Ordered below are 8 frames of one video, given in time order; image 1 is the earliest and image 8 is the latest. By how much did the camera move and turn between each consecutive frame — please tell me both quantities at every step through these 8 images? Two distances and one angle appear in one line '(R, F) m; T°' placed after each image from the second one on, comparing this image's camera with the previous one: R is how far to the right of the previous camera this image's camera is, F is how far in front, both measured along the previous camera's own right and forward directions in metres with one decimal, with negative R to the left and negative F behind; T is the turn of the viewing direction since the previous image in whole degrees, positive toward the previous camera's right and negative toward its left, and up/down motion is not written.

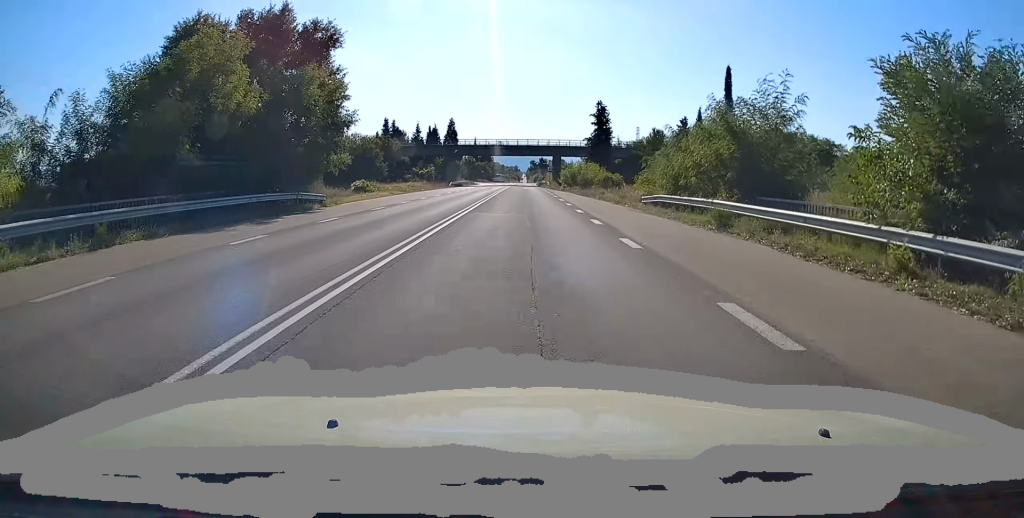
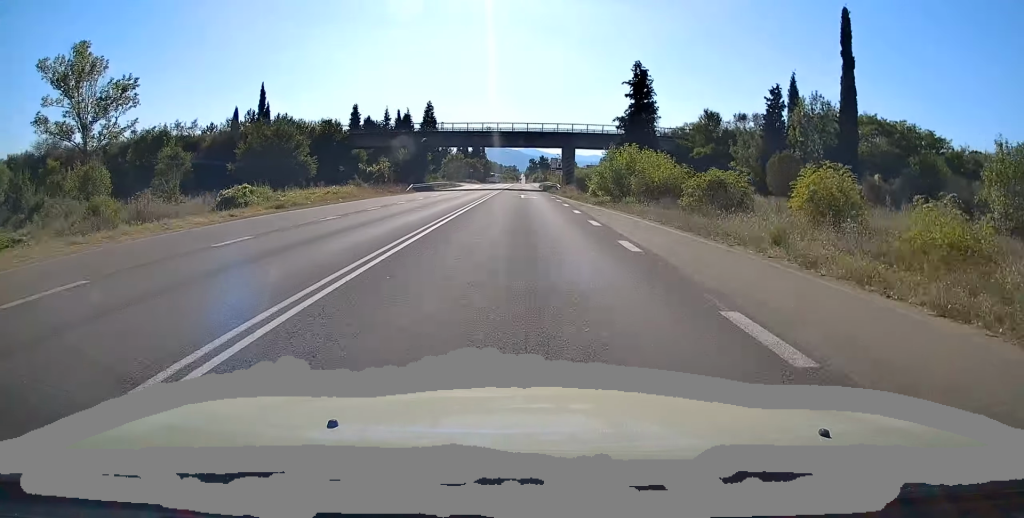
(+0.1, +30.5) m; 0°
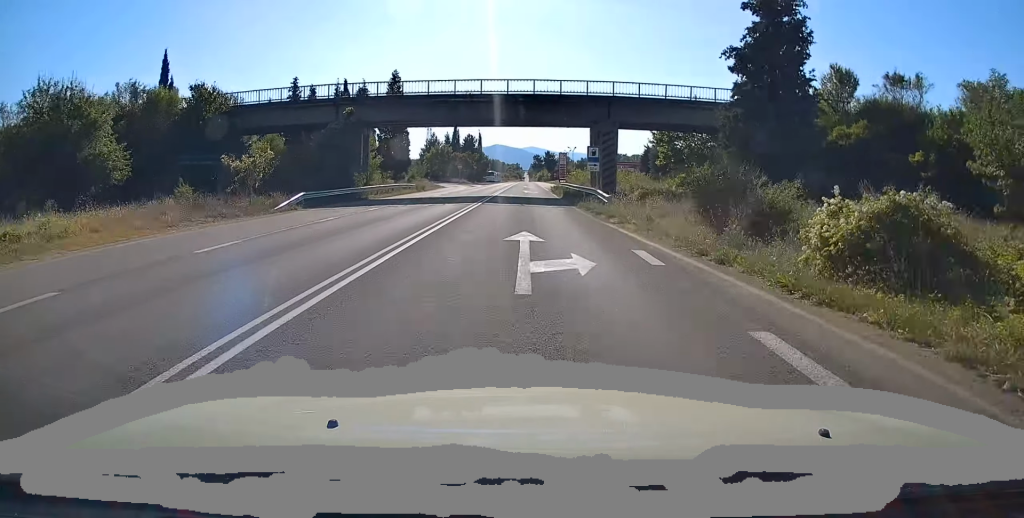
(-0.3, +30.7) m; 0°
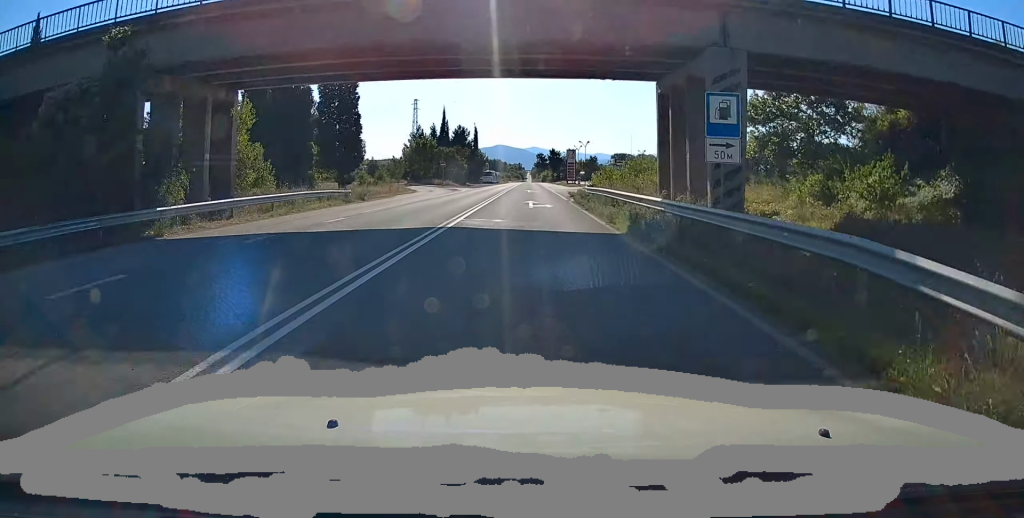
(+0.3, +23.6) m; 0°
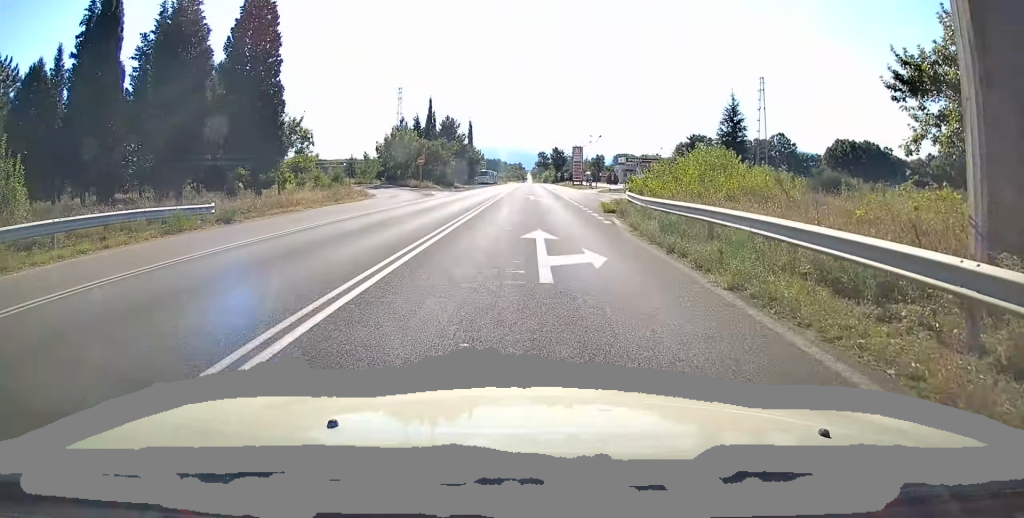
(-0.3, +17.6) m; 0°
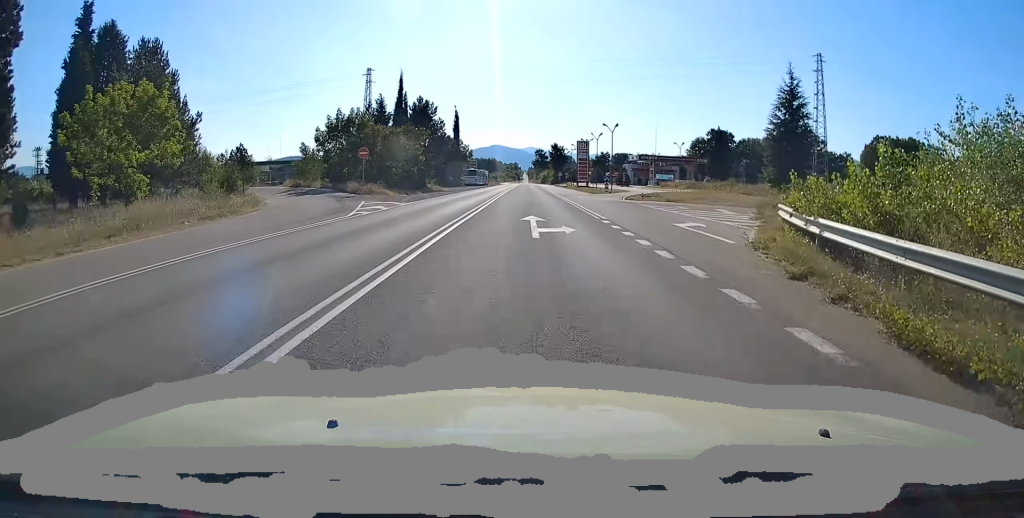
(+0.5, +21.5) m; 0°
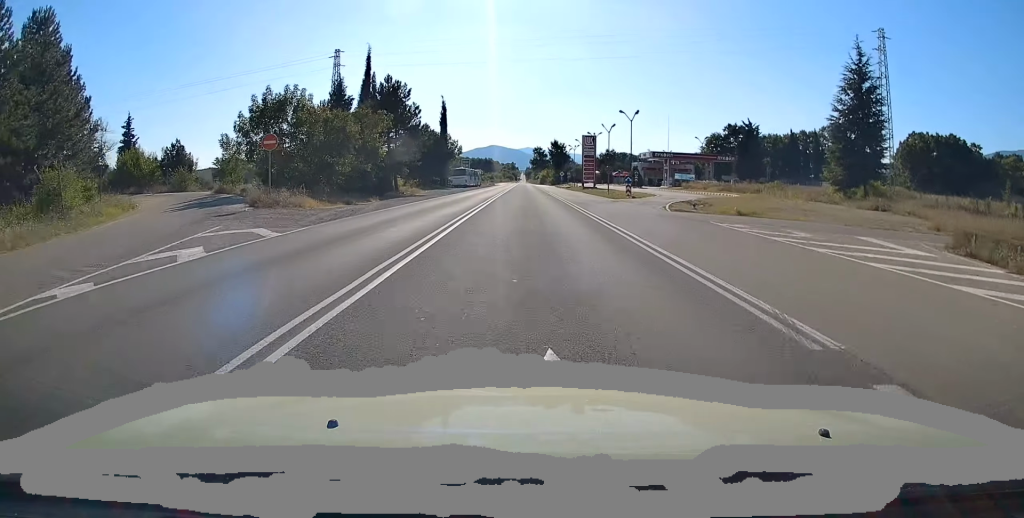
(-0.3, +15.6) m; 0°
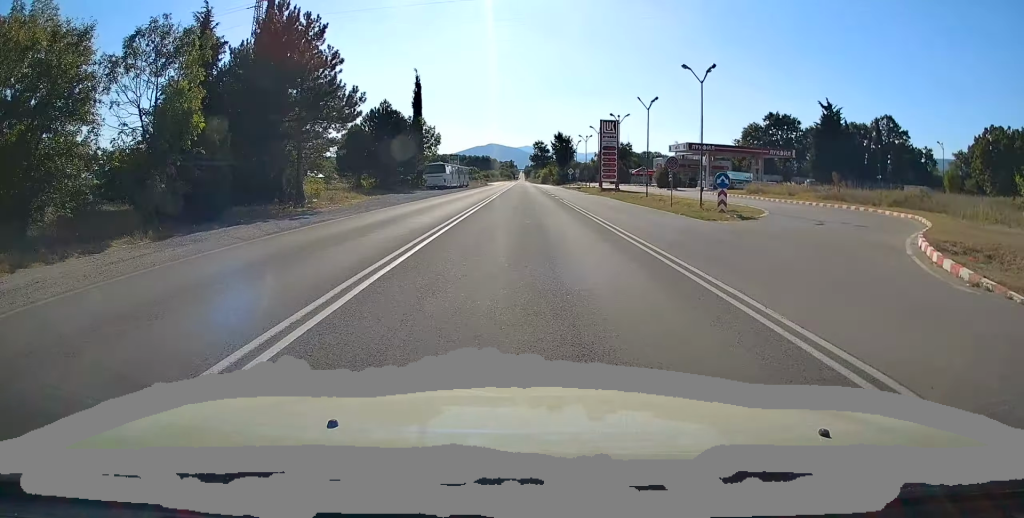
(+0.3, +25.3) m; 0°
